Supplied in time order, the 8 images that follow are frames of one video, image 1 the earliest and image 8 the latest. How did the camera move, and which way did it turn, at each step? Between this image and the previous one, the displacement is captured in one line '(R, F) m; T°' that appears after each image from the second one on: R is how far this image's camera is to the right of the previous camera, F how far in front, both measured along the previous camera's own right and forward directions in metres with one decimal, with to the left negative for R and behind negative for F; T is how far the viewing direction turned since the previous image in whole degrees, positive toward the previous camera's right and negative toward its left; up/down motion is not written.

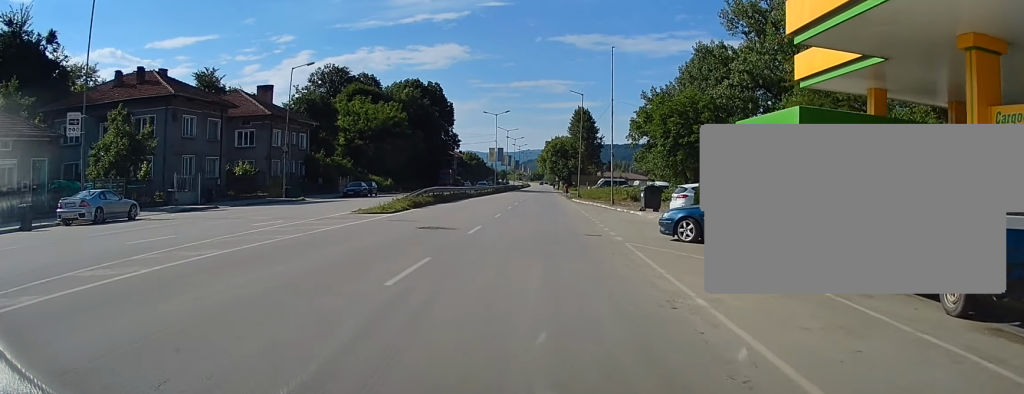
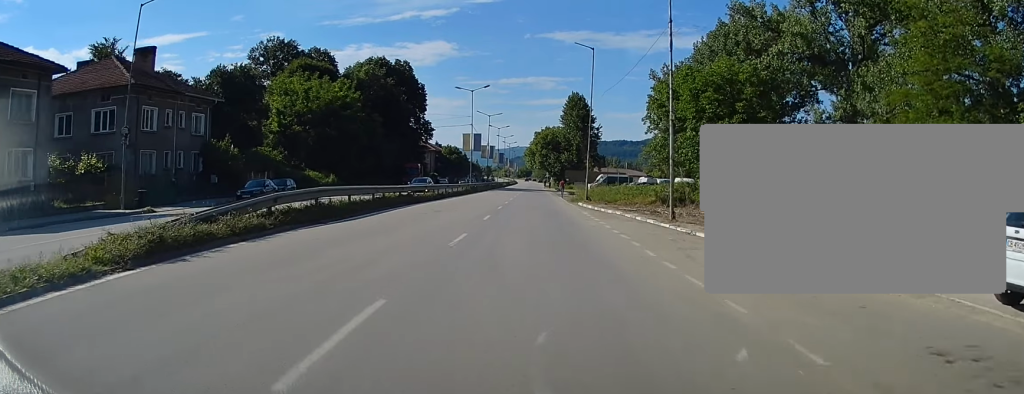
(-0.2, +23.0) m; 0°
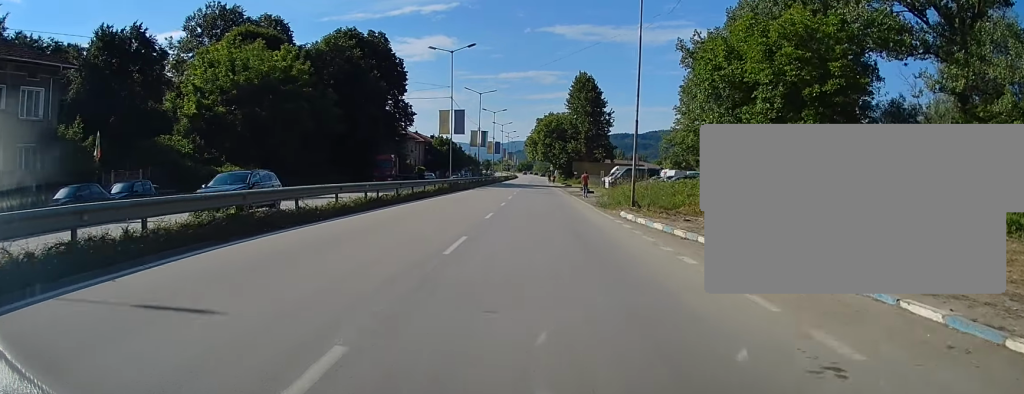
(0.0, +19.5) m; 0°
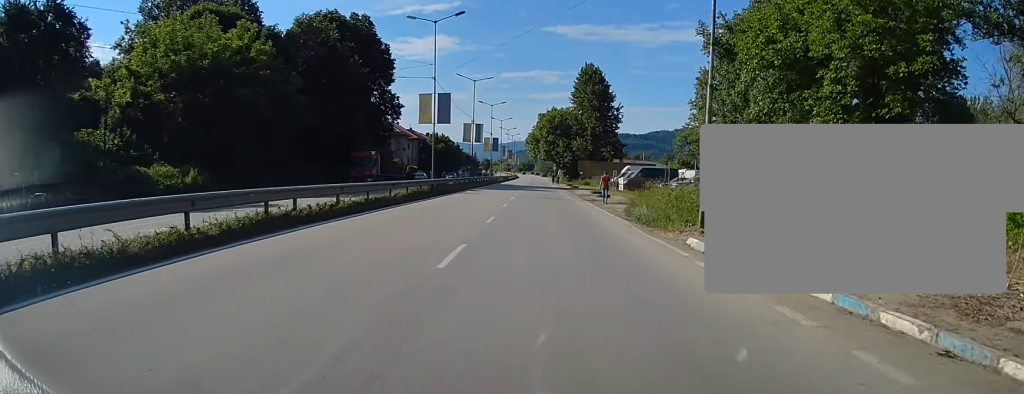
(0.0, +10.9) m; 0°
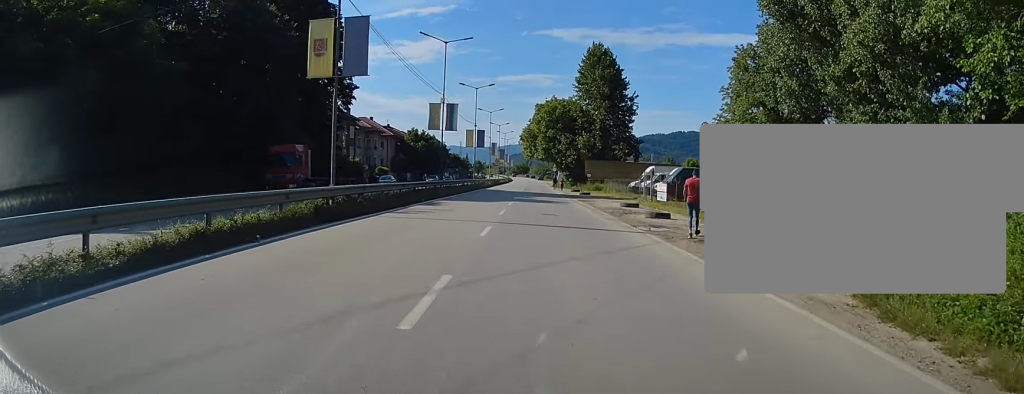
(-0.1, +22.6) m; 0°
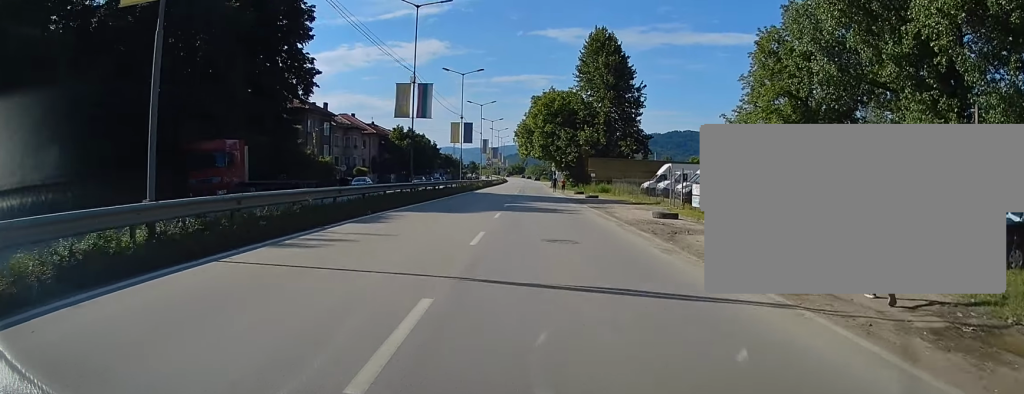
(0.0, +11.0) m; 0°
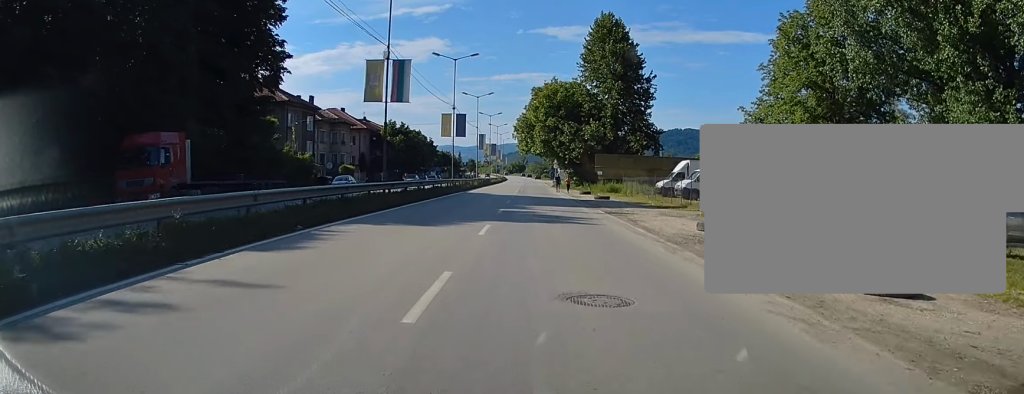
(0.0, +7.1) m; 0°
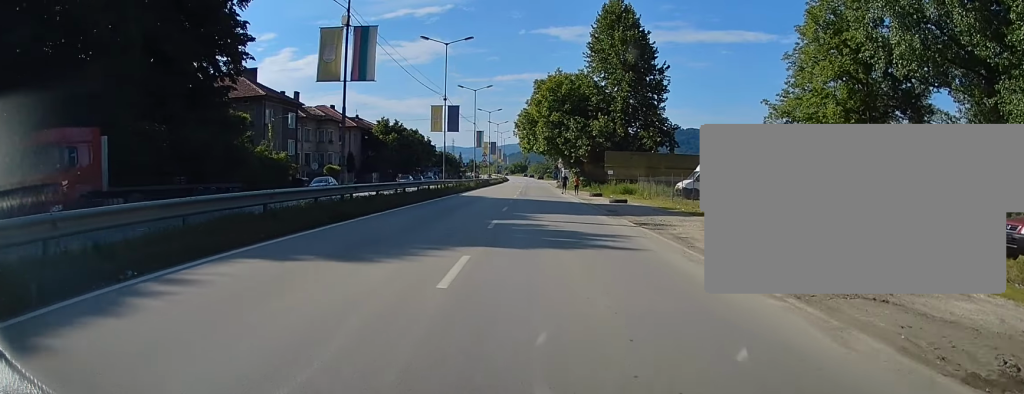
(0.0, +7.3) m; 0°
